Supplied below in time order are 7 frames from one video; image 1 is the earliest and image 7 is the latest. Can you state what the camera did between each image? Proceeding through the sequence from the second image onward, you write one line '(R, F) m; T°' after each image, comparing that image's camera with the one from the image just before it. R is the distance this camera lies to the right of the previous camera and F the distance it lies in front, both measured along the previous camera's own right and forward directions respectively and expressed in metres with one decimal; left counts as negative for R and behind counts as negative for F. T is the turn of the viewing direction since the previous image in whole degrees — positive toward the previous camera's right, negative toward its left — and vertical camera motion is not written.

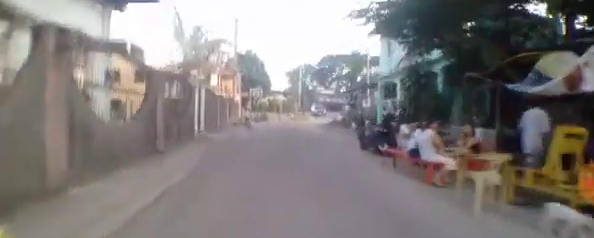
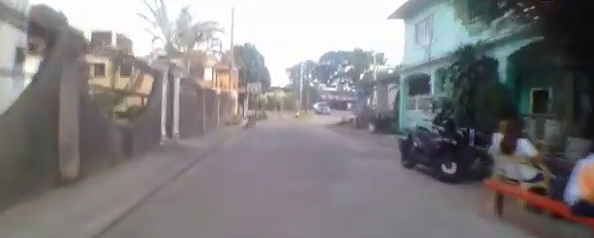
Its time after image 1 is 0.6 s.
(0.0, +3.5) m; 0°
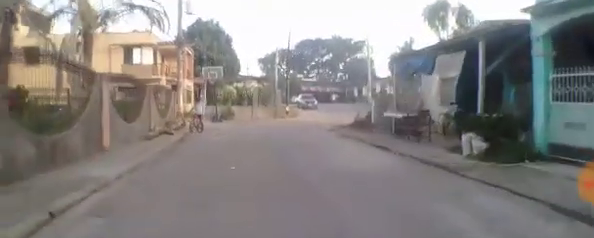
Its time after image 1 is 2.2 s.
(+0.4, +8.1) m; +8°
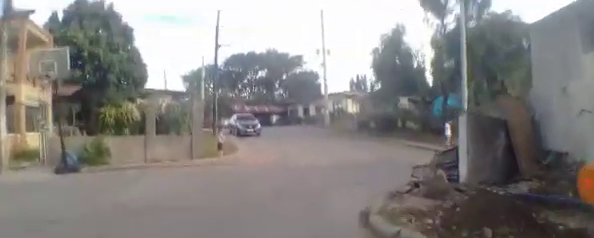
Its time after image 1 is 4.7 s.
(+1.0, +8.2) m; +25°
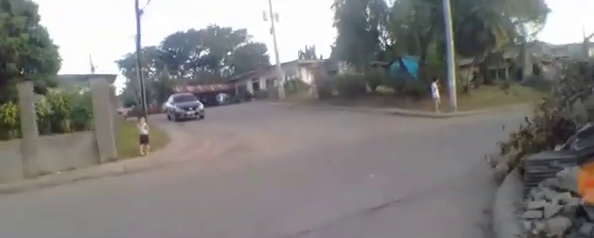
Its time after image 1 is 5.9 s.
(+0.9, +3.3) m; +26°
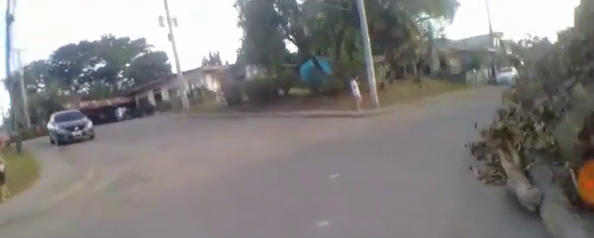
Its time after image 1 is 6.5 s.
(+0.2, +1.7) m; +8°
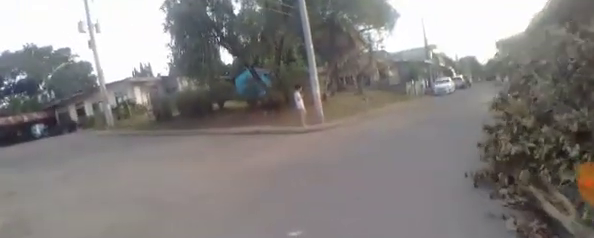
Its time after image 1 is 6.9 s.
(0.0, +1.7) m; +4°
